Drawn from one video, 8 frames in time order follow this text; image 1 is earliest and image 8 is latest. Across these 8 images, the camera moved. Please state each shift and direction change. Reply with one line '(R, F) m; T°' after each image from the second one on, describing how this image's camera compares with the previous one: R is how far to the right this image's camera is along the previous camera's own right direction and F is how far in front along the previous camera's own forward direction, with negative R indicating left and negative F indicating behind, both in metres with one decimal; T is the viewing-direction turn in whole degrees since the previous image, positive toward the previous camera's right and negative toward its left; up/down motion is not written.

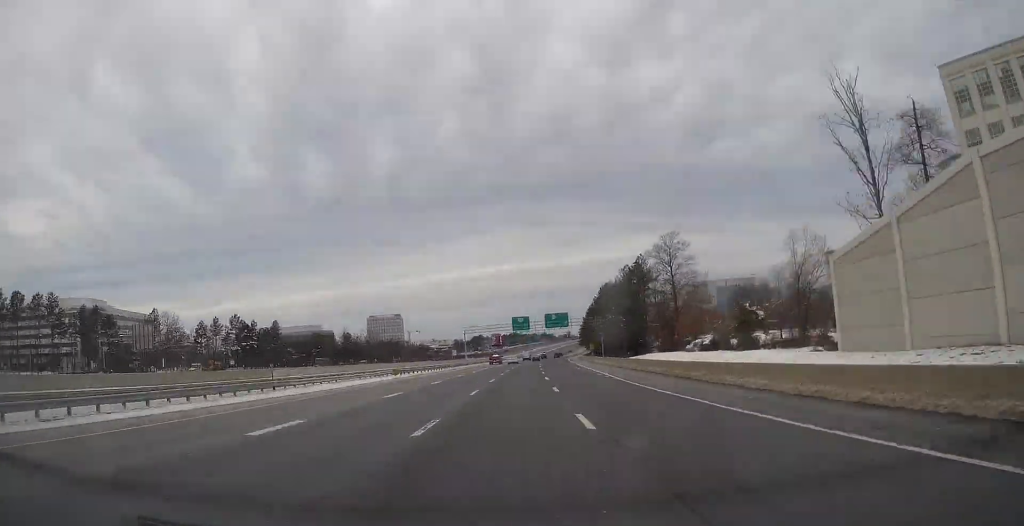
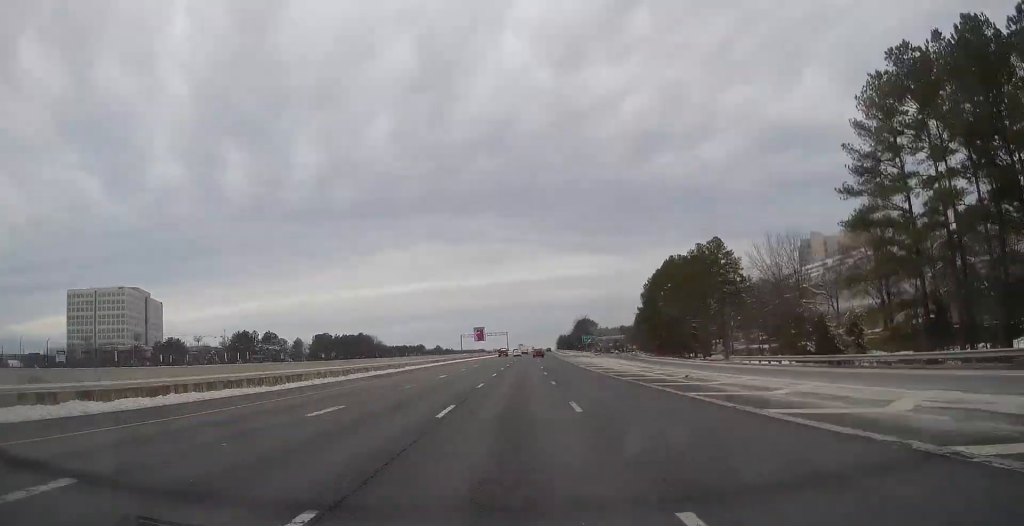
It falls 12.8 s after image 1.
(+26.5, +384.2) m; +7°
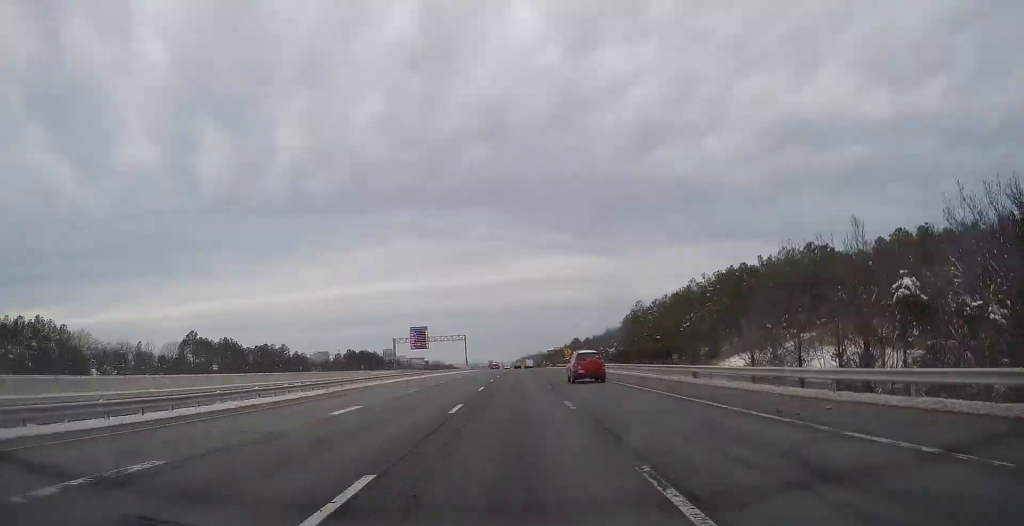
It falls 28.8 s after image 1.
(+15.7, +466.0) m; +2°
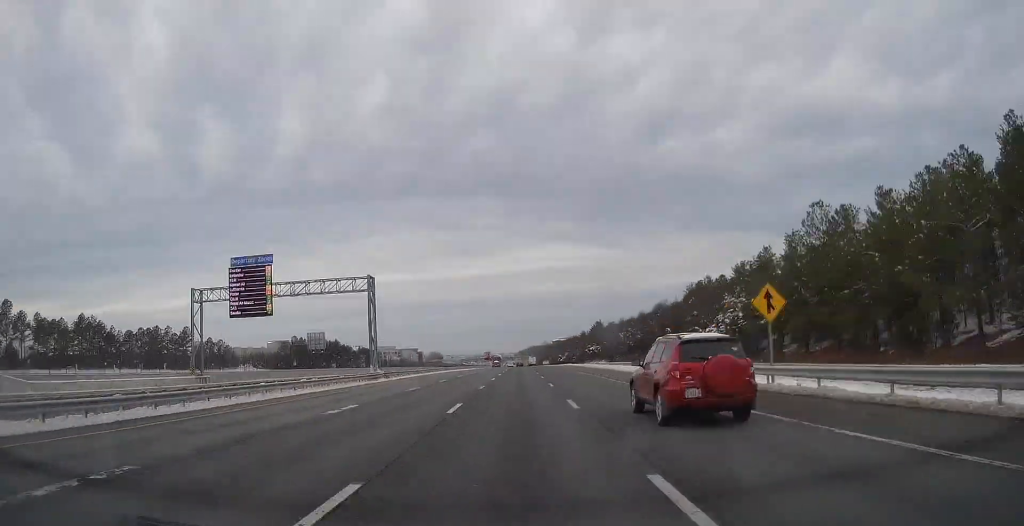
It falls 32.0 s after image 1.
(0.0, +96.1) m; 0°
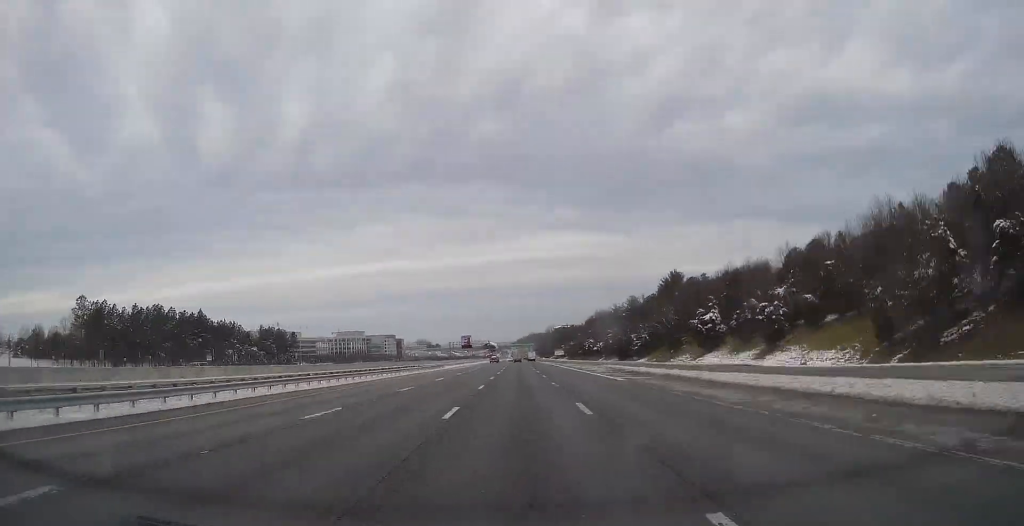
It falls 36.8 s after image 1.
(-0.1, +144.9) m; 0°
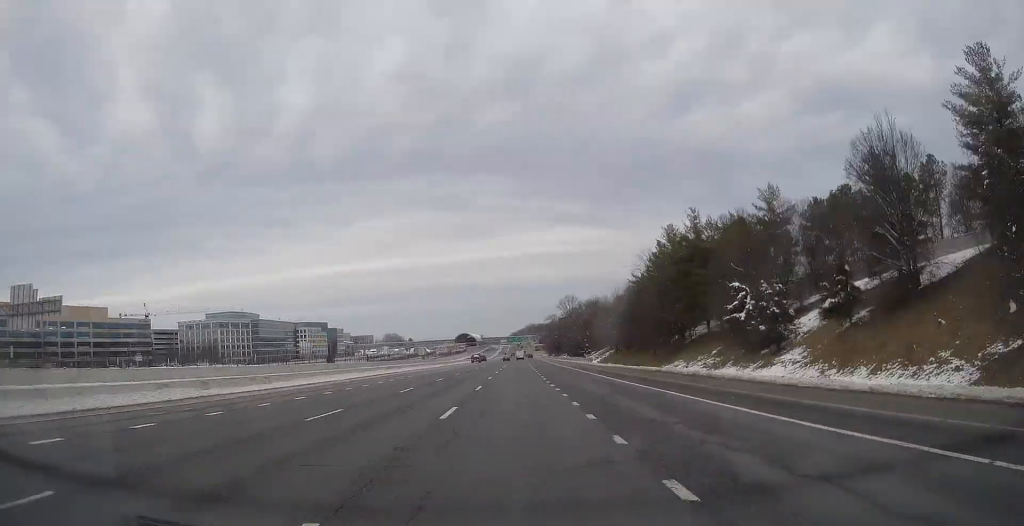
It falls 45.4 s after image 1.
(+0.5, +254.2) m; 0°
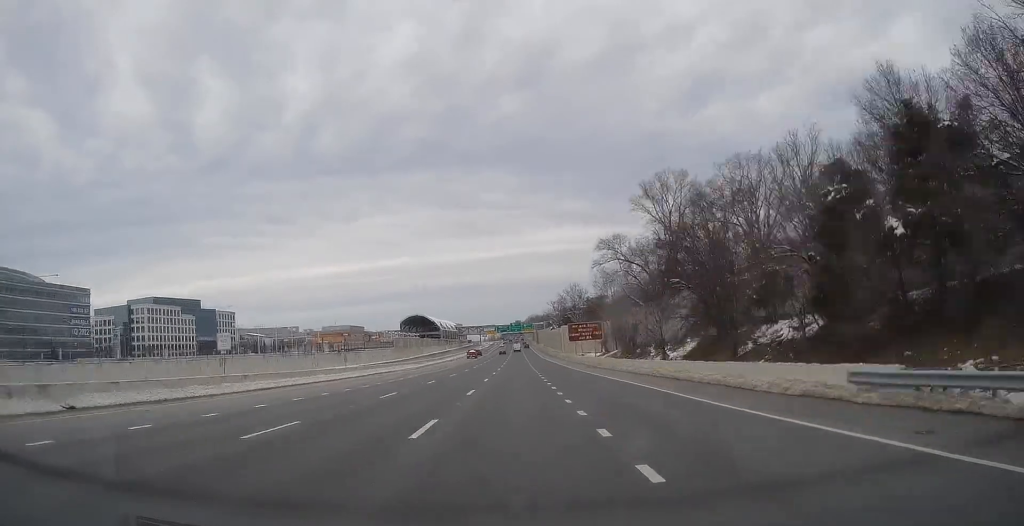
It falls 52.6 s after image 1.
(-1.4, +211.0) m; 0°
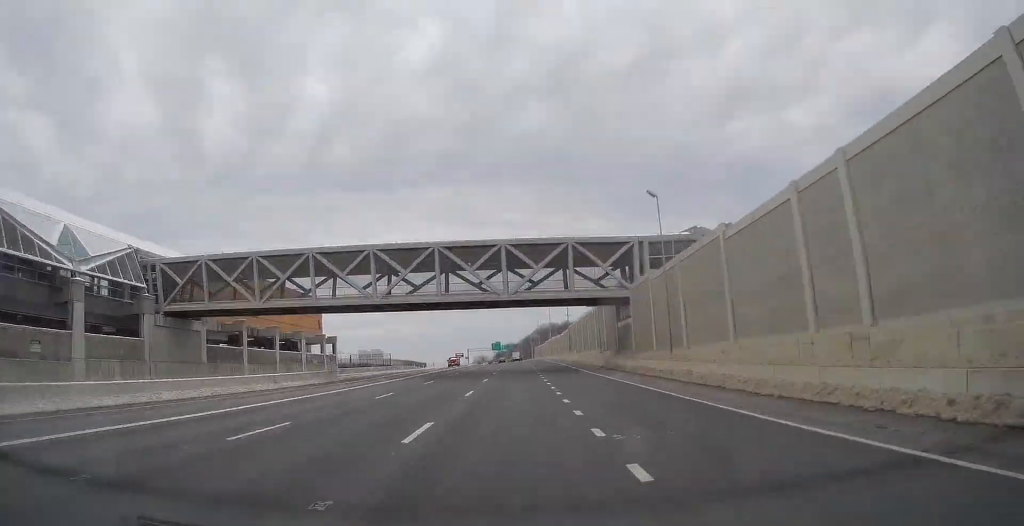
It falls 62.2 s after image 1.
(+0.7, +275.9) m; -1°
